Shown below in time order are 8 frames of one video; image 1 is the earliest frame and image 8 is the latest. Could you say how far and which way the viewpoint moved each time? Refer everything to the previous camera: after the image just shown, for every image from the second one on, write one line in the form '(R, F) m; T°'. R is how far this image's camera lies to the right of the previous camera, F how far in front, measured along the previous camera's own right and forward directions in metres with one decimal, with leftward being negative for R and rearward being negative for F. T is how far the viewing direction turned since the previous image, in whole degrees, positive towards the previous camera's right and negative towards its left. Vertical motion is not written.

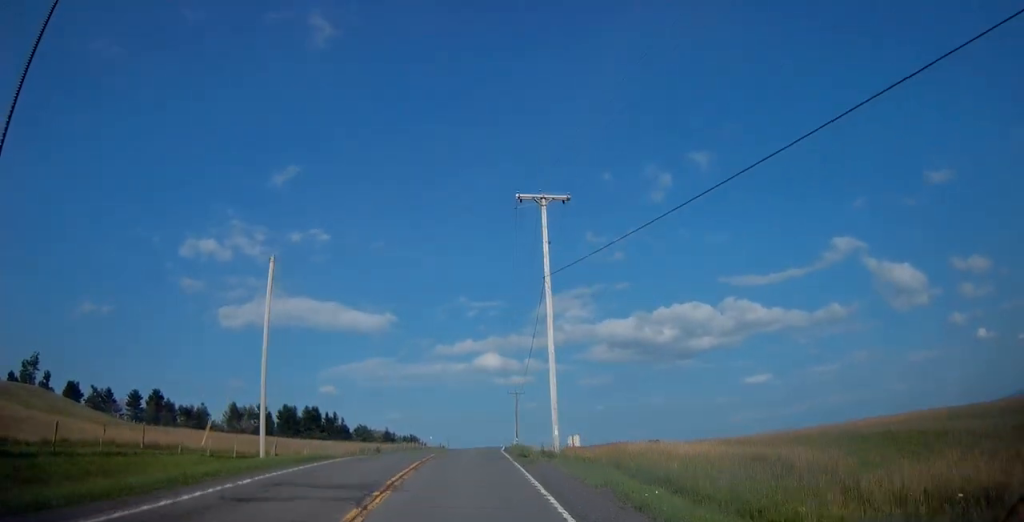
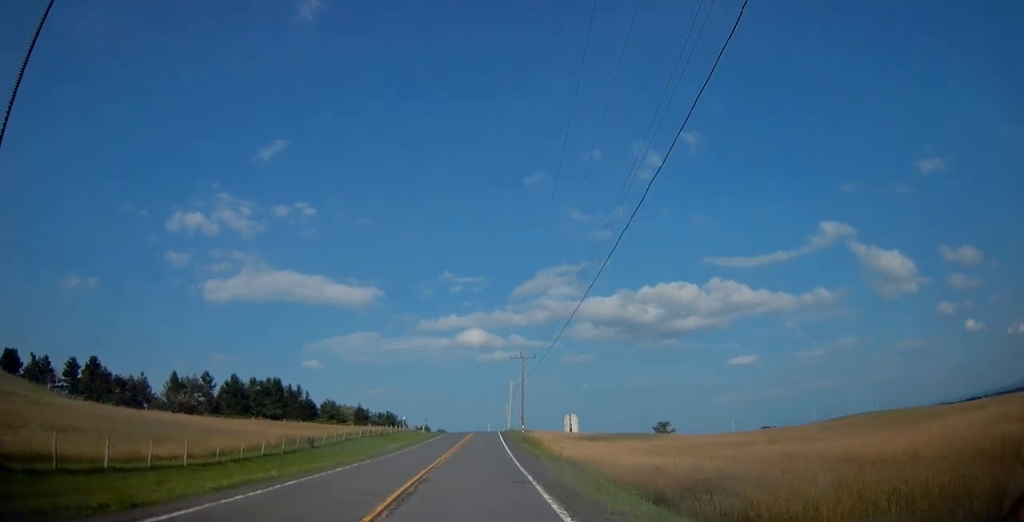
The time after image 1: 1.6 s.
(+0.5, +24.8) m; +1°
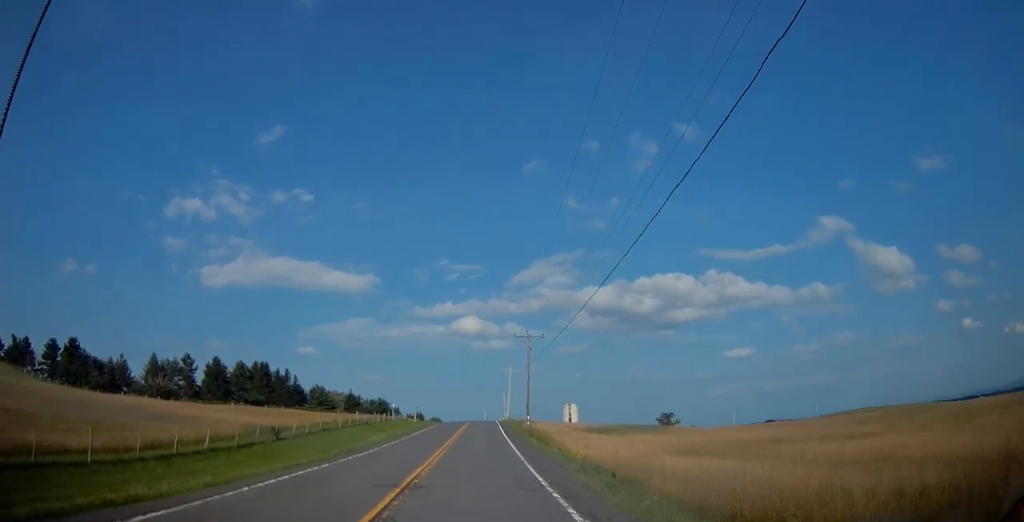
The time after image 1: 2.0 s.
(0.0, +6.8) m; 0°
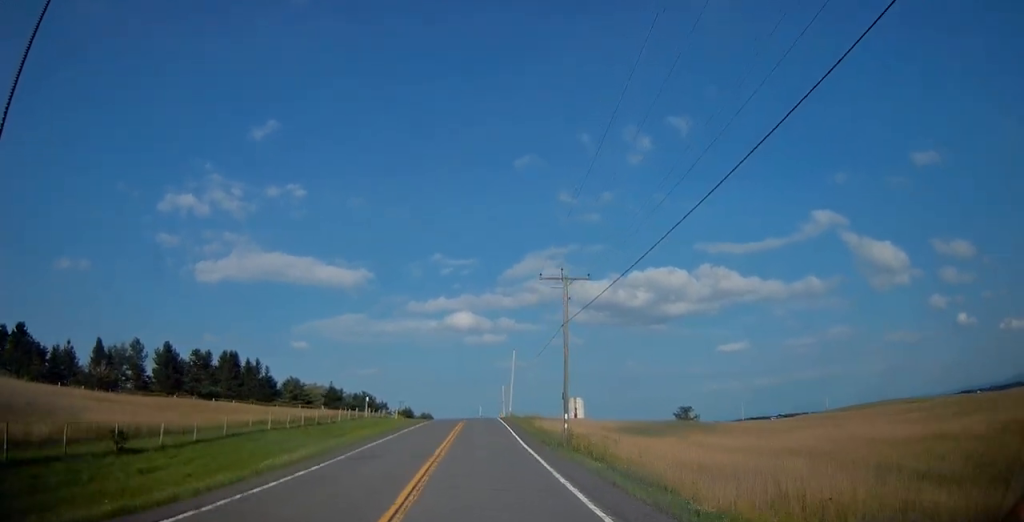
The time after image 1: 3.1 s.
(-0.2, +16.2) m; 0°
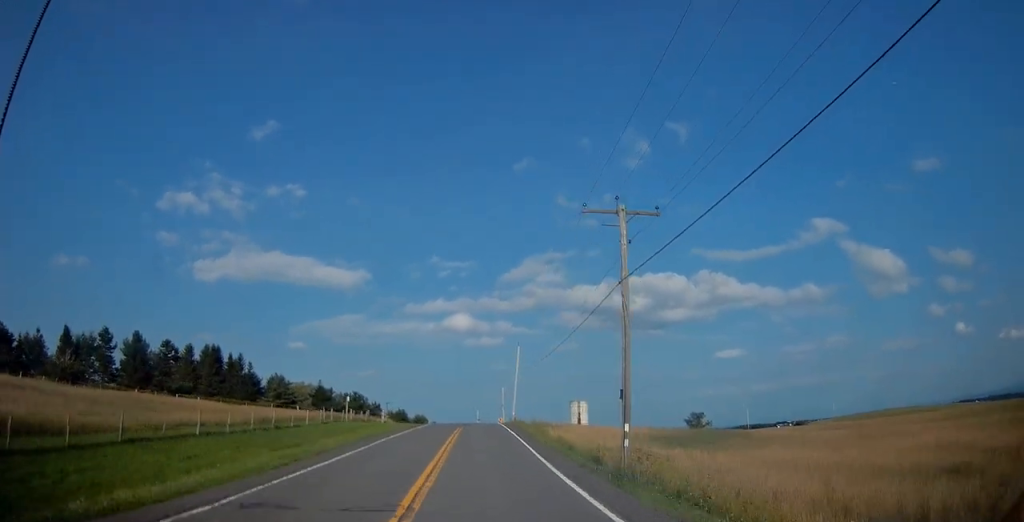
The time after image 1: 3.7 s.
(0.0, +9.2) m; +1°
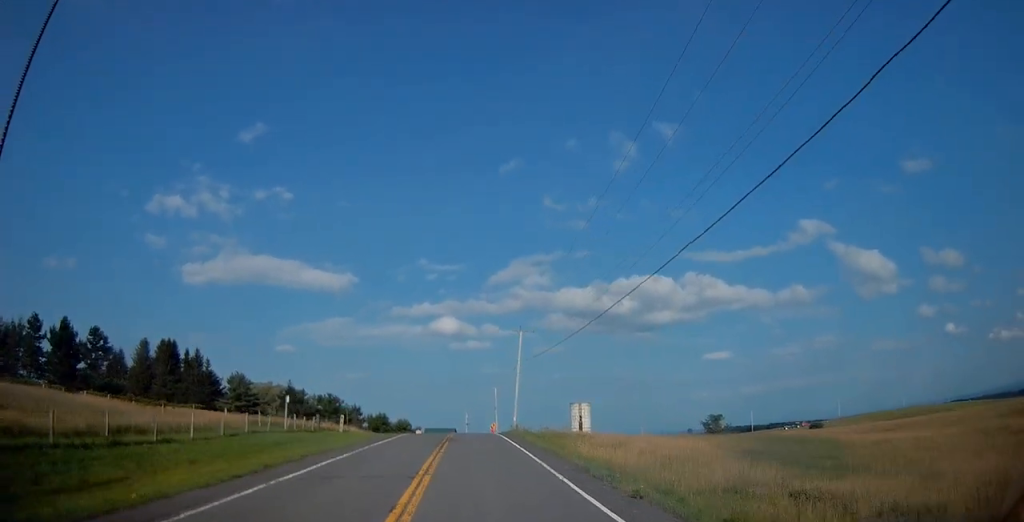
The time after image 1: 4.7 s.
(+0.2, +16.7) m; +1°
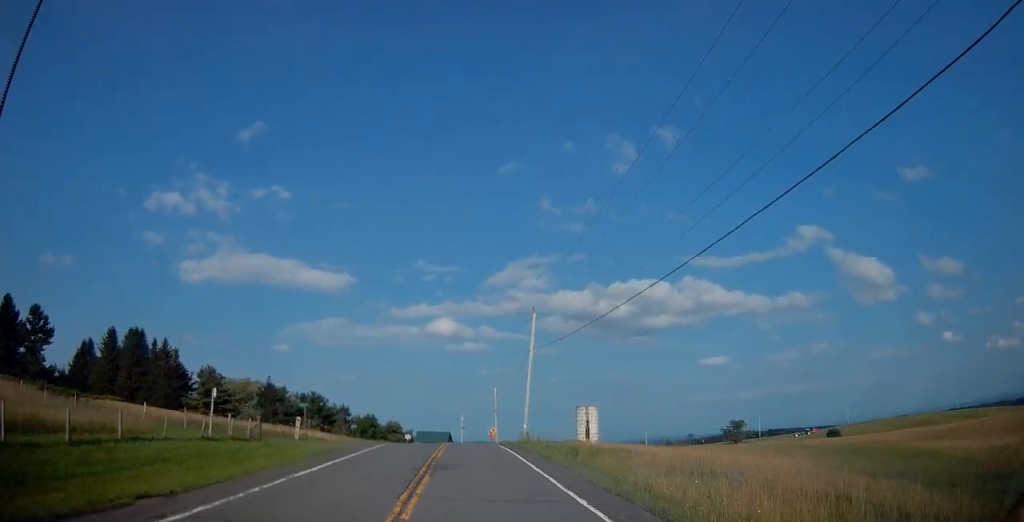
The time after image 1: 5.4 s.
(+0.2, +12.9) m; +1°
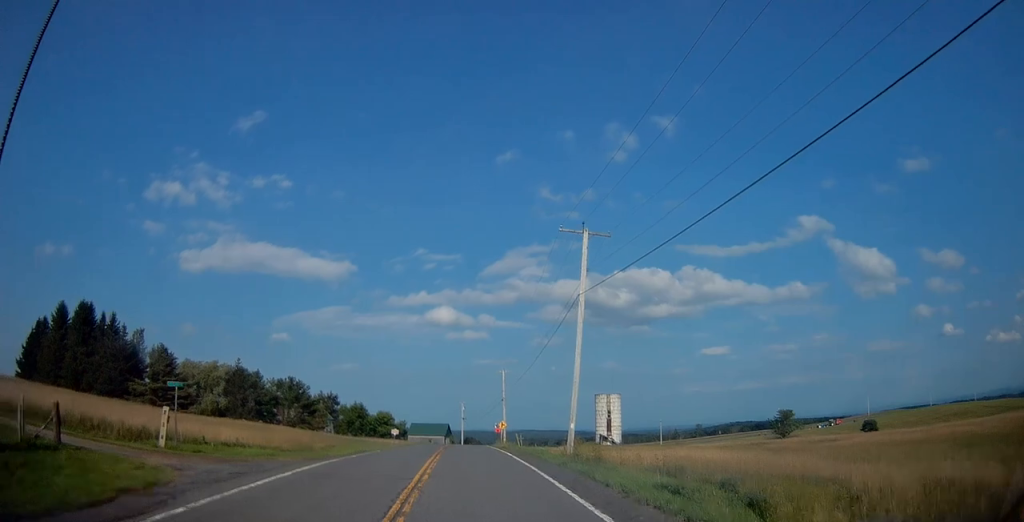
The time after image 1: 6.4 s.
(0.0, +19.6) m; 0°
